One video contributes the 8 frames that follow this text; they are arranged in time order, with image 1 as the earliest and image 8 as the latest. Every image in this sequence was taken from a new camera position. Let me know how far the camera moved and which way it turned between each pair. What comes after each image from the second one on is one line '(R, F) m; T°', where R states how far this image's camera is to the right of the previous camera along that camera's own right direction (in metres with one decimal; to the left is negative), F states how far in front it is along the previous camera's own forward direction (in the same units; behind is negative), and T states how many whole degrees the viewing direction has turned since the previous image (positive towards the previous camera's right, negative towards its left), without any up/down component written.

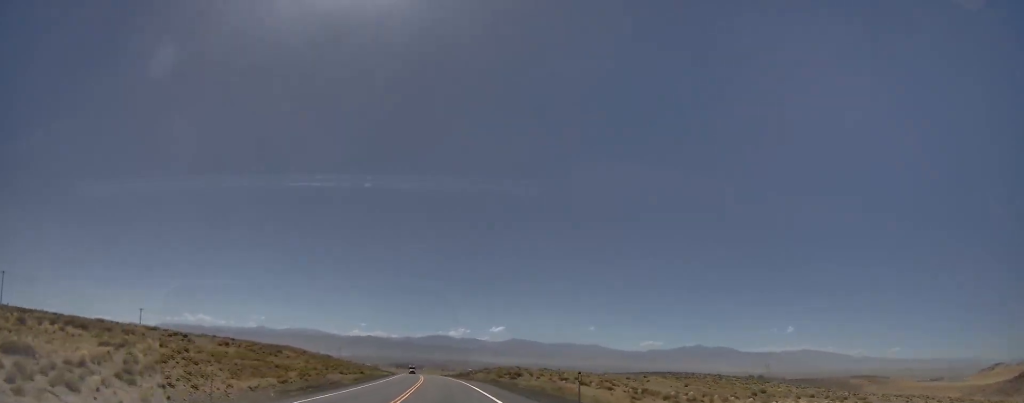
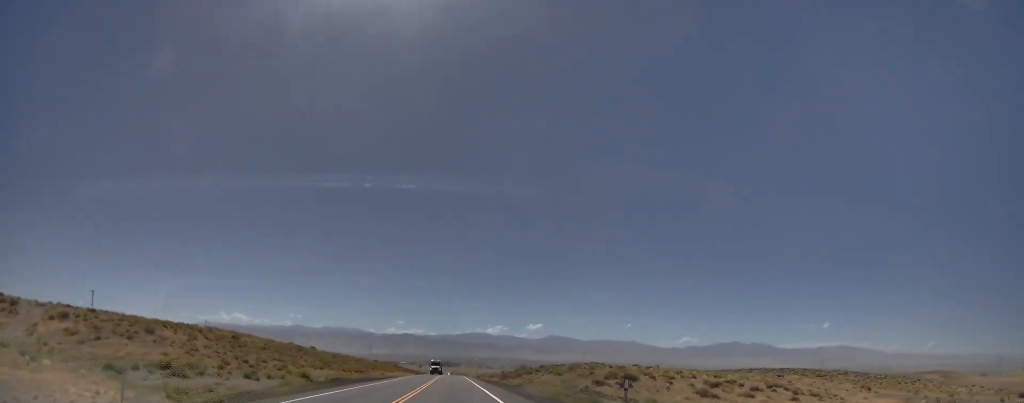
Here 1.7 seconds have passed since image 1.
(+2.0, +56.9) m; +3°
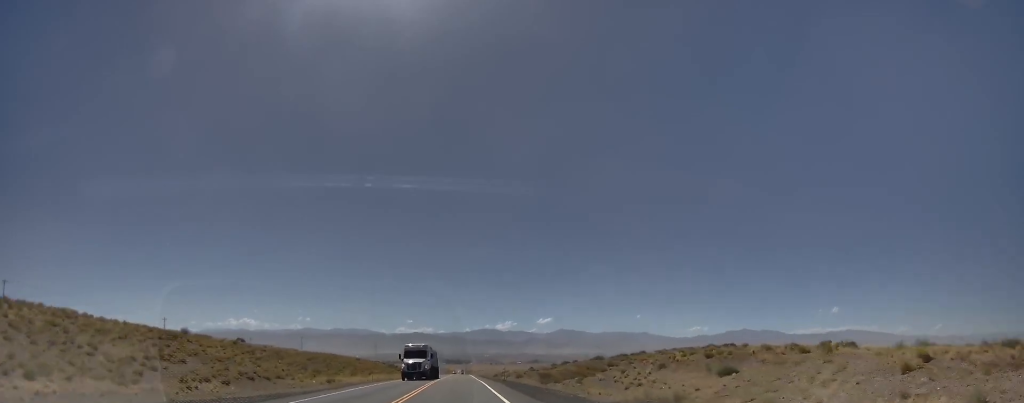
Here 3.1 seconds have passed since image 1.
(0.0, +47.3) m; +2°
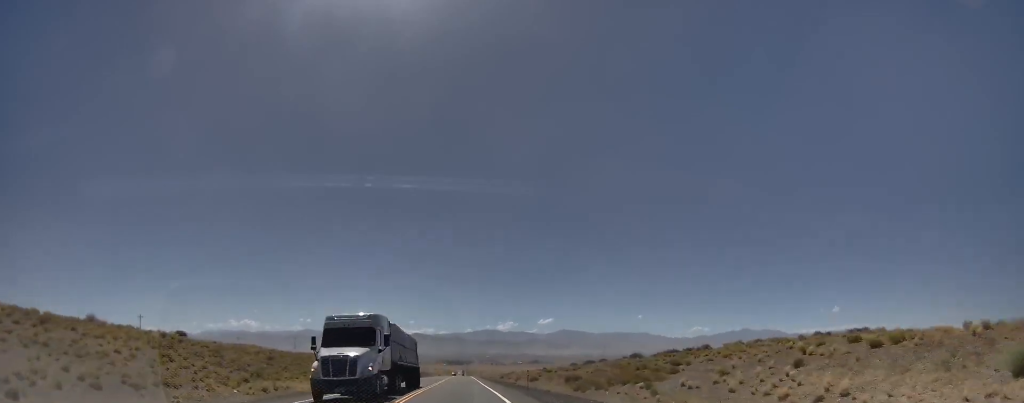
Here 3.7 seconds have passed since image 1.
(+0.3, +18.2) m; +1°
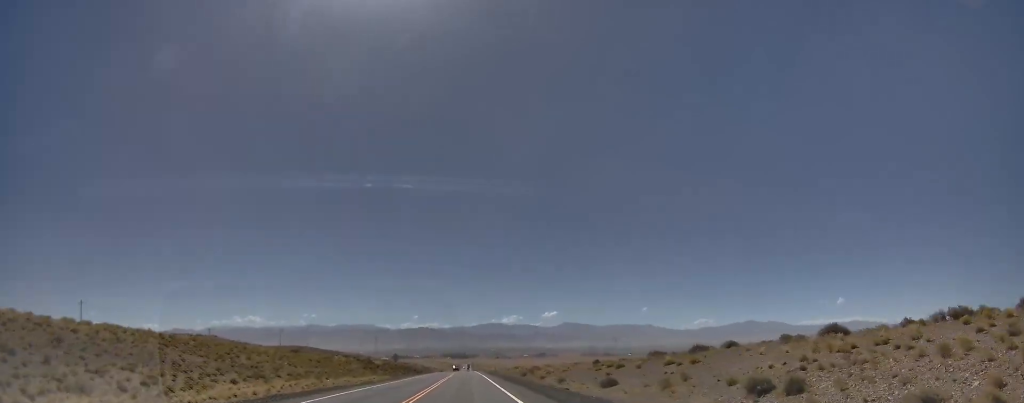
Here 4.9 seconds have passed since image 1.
(+0.8, +36.4) m; +1°
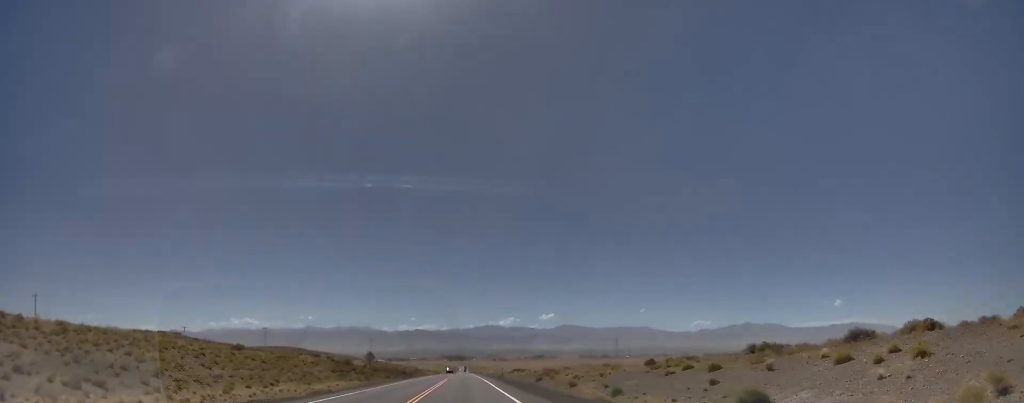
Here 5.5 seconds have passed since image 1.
(0.0, +18.8) m; -1°
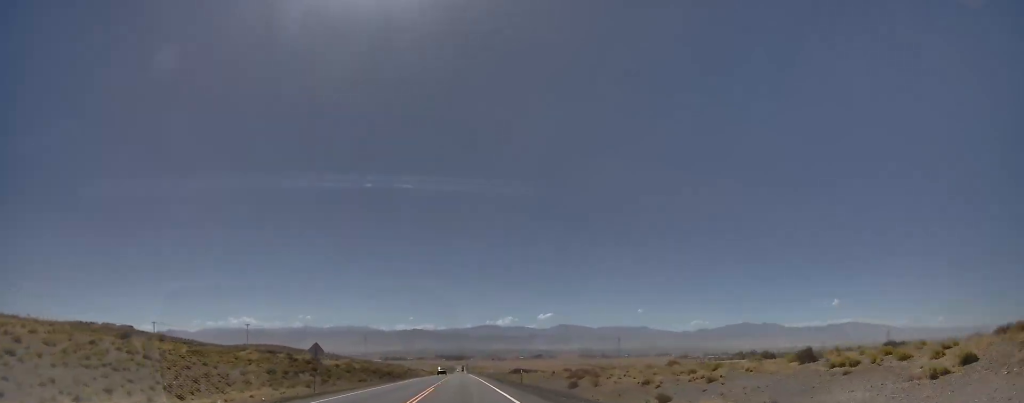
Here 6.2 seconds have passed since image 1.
(-0.4, +19.8) m; -1°
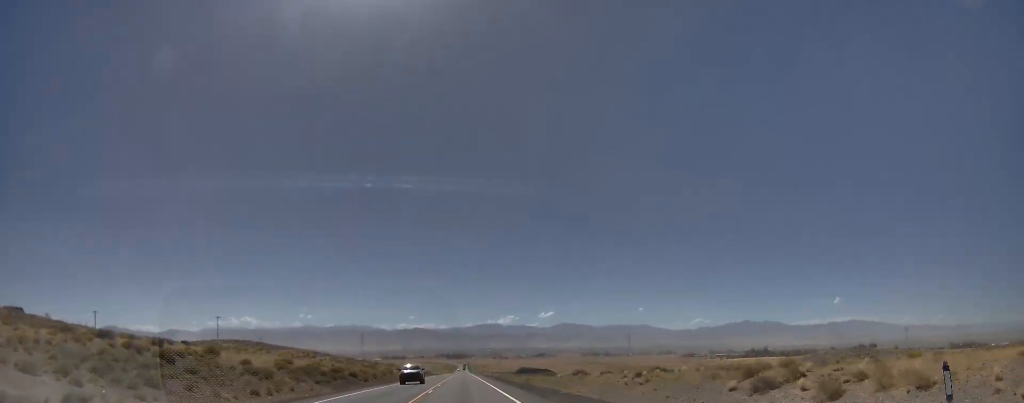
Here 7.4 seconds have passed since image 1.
(-0.1, +33.3) m; 0°
